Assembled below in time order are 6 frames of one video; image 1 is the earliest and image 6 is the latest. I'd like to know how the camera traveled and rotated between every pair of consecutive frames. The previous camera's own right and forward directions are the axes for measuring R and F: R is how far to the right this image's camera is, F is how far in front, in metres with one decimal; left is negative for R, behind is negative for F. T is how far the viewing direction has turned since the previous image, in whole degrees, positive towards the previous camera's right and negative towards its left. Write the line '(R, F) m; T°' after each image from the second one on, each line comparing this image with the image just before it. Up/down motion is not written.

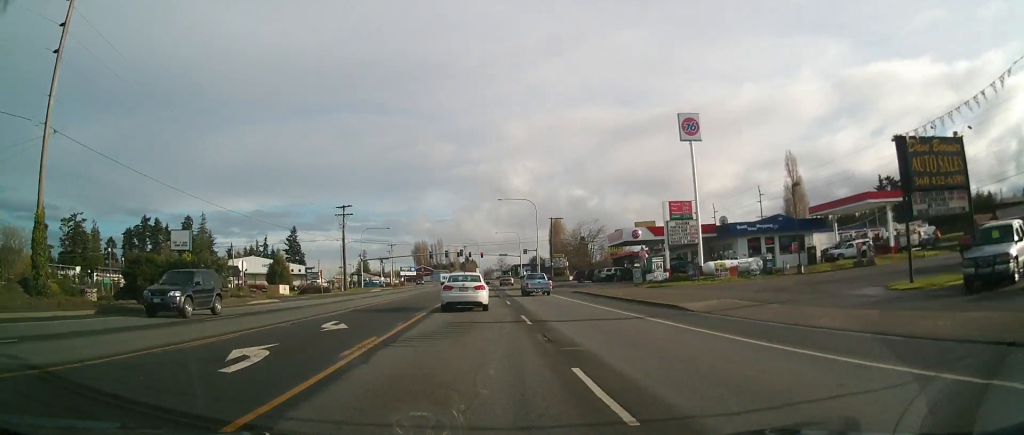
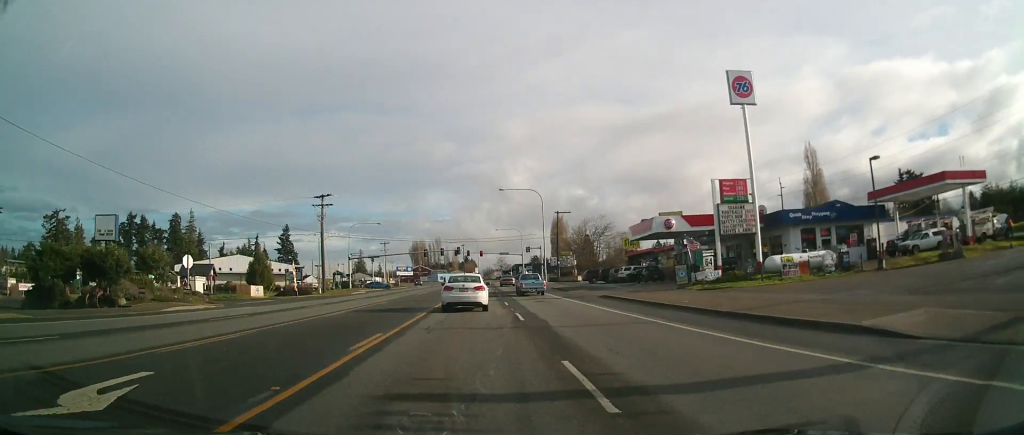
(0.0, +11.2) m; 0°
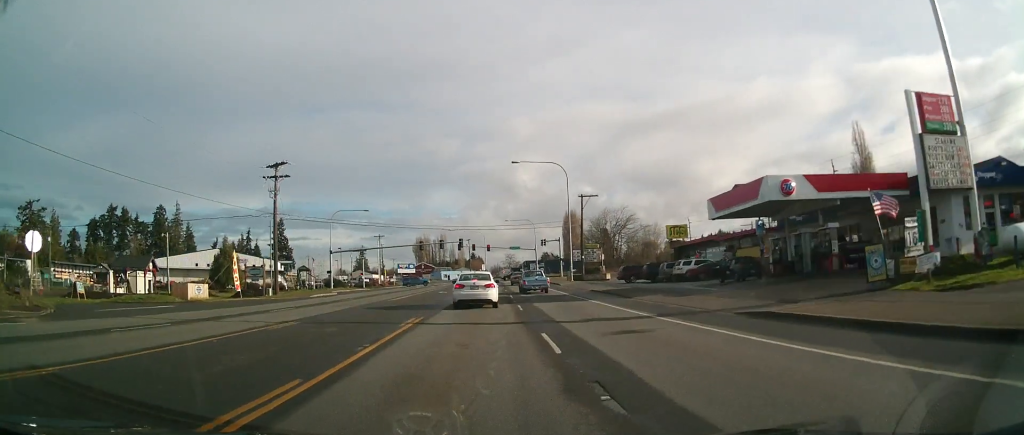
(0.0, +19.6) m; 0°
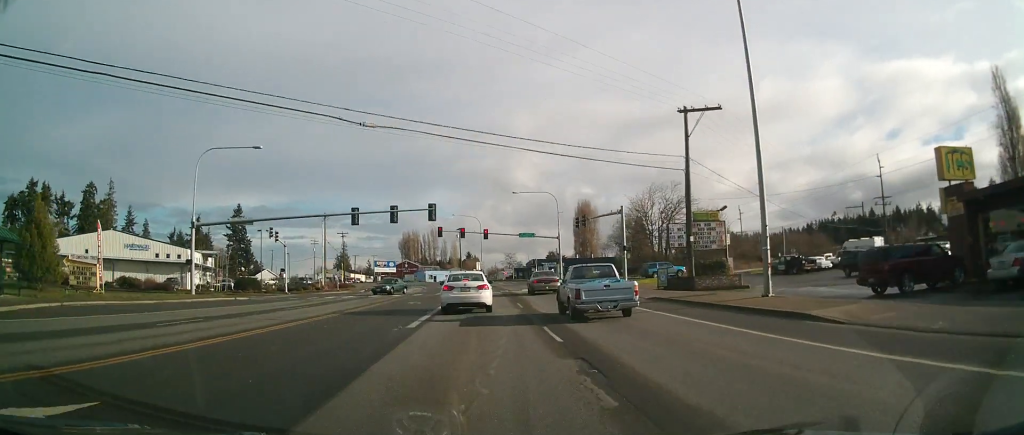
(-1.1, +48.5) m; 0°
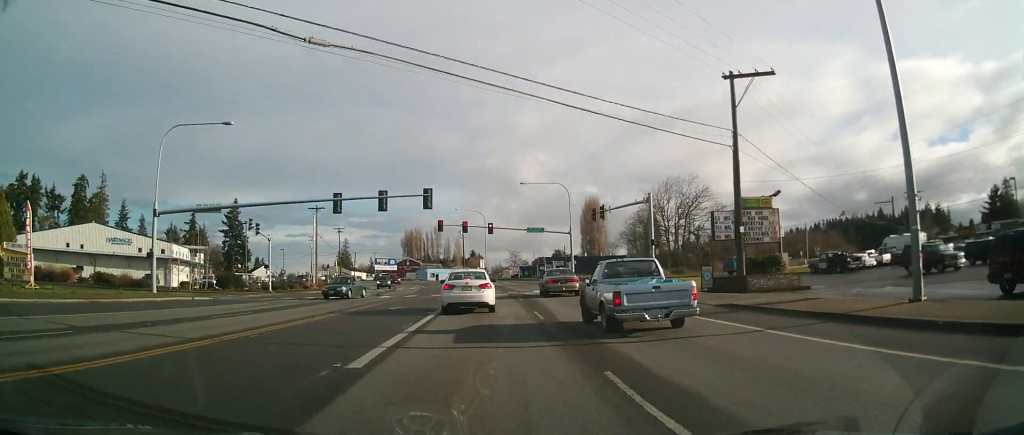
(0.0, +8.2) m; 0°
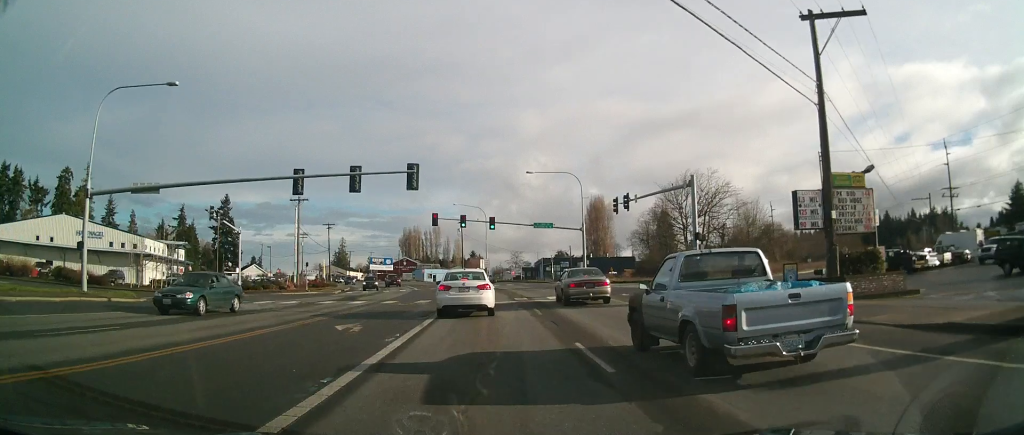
(0.0, +10.8) m; 0°
